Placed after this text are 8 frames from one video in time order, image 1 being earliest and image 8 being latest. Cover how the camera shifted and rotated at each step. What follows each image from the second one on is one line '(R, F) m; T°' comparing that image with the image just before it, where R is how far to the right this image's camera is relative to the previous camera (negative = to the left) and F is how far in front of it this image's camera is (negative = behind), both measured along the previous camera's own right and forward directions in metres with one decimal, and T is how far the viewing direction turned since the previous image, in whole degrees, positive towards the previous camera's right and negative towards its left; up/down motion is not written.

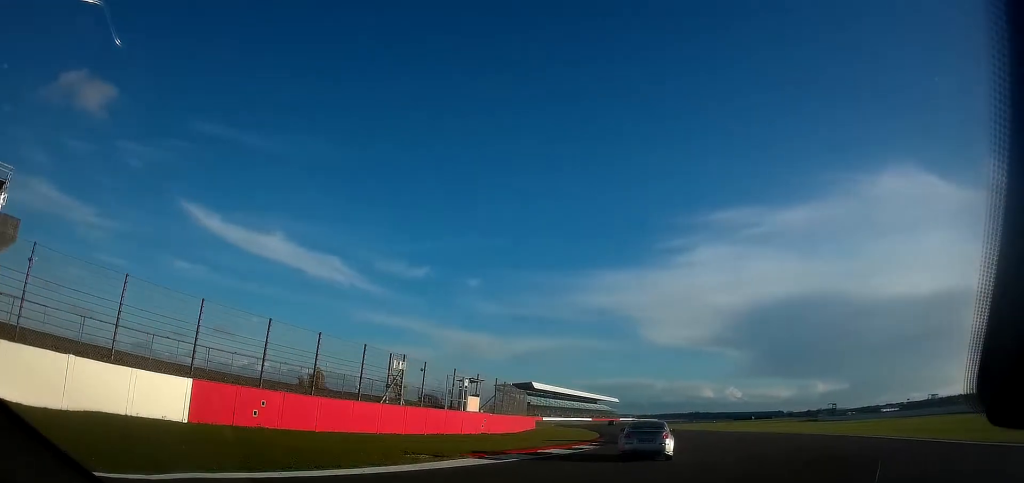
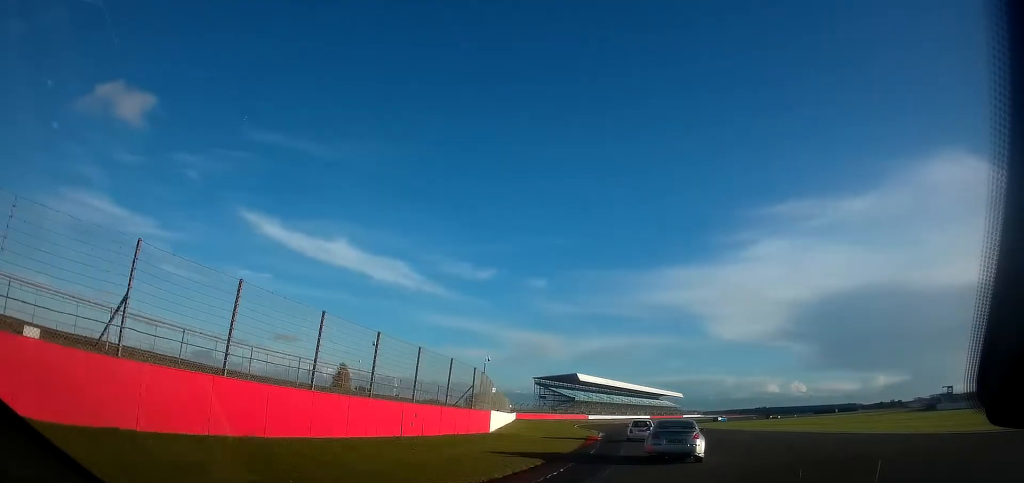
(-2.2, +38.4) m; -7°
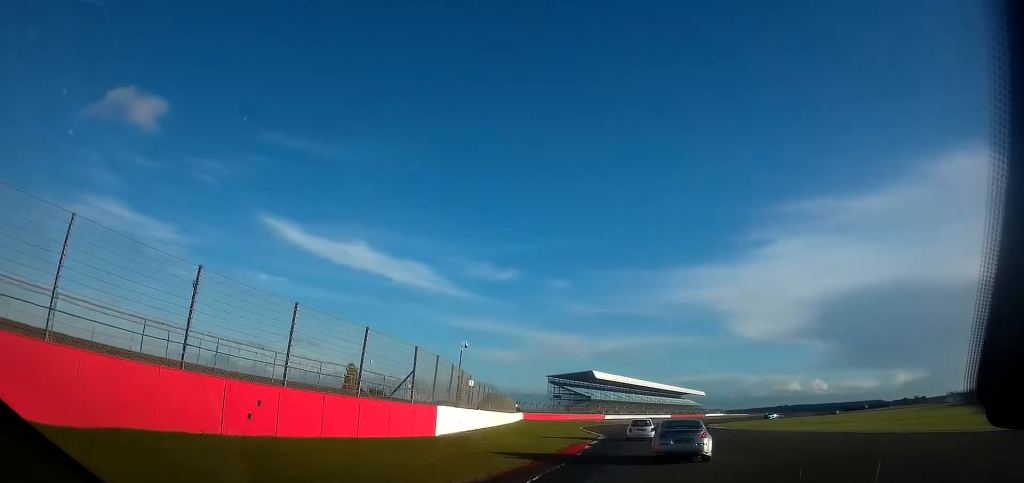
(-0.3, +12.2) m; -2°
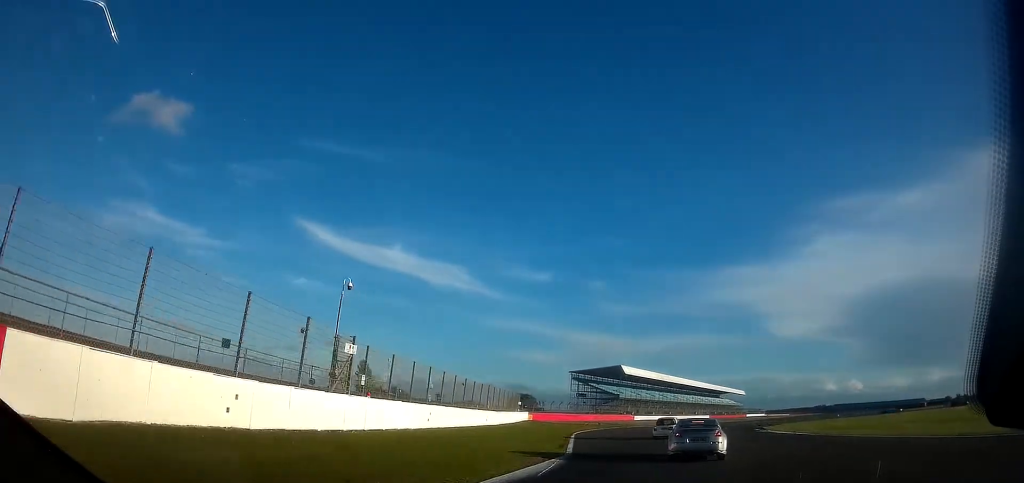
(-0.6, +22.5) m; -1°
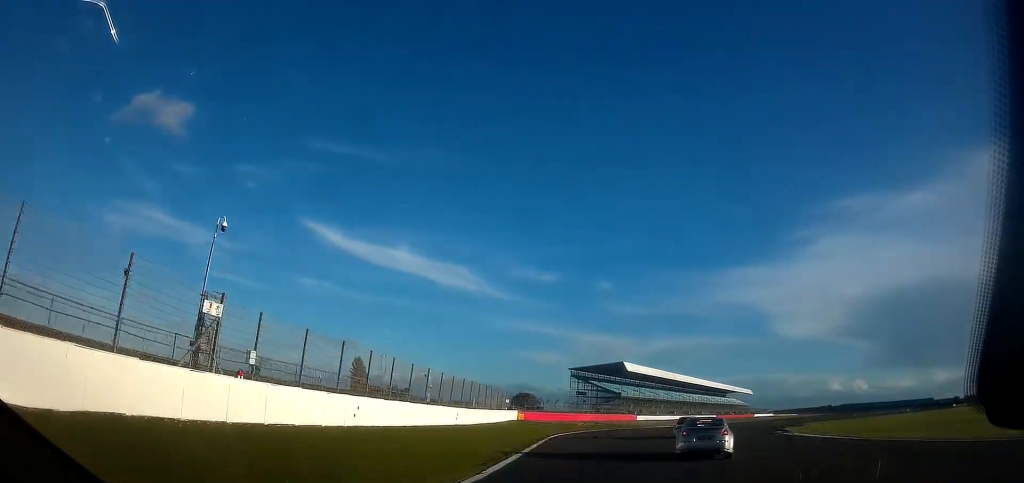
(-0.1, +9.6) m; +1°
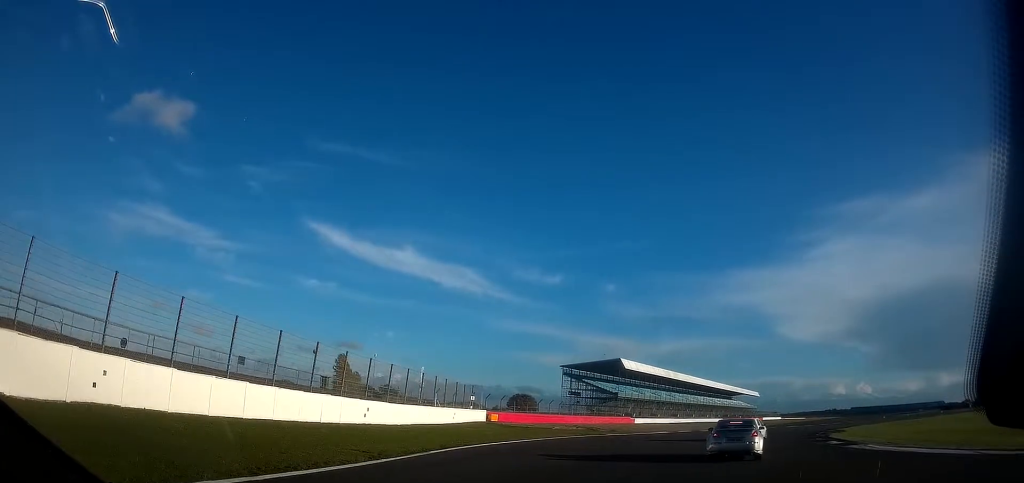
(+0.4, +15.3) m; +4°
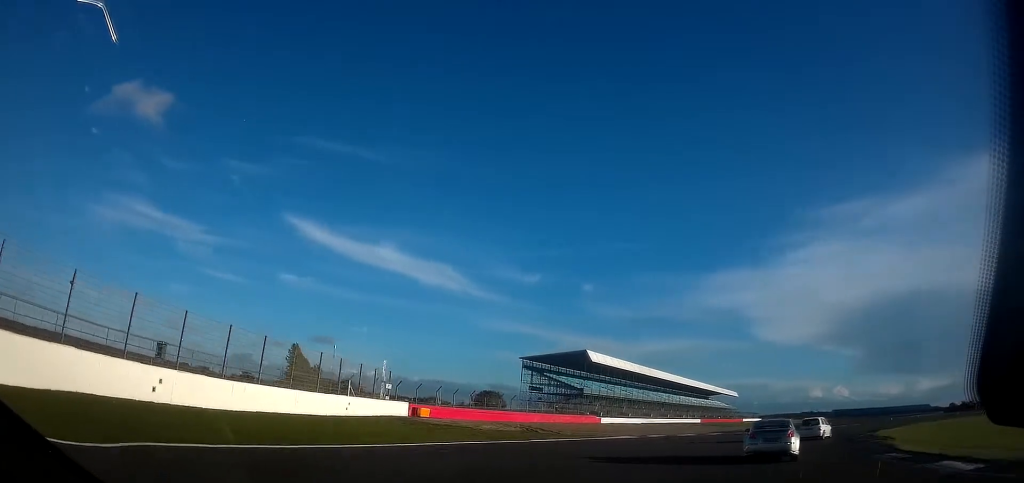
(+0.4, +15.2) m; +6°
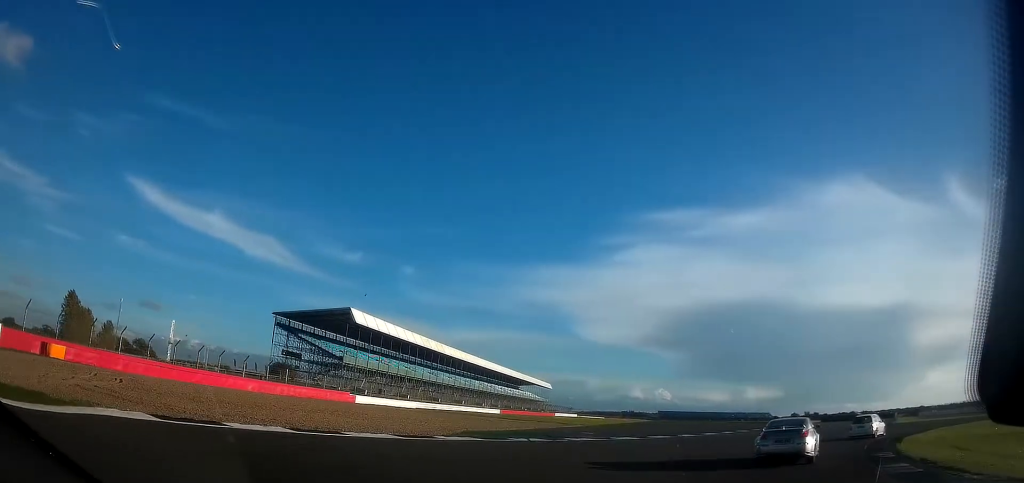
(+4.6, +29.9) m; +17°
